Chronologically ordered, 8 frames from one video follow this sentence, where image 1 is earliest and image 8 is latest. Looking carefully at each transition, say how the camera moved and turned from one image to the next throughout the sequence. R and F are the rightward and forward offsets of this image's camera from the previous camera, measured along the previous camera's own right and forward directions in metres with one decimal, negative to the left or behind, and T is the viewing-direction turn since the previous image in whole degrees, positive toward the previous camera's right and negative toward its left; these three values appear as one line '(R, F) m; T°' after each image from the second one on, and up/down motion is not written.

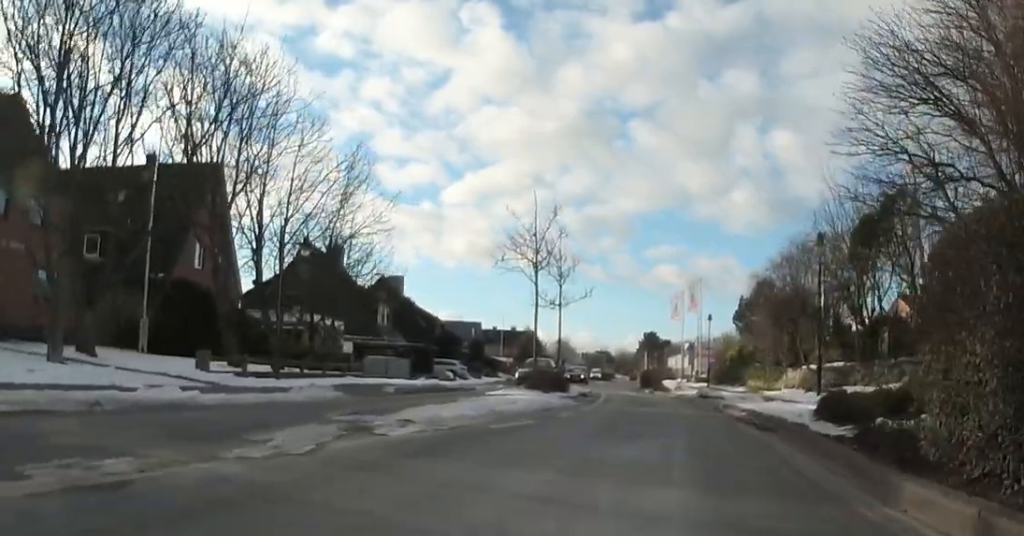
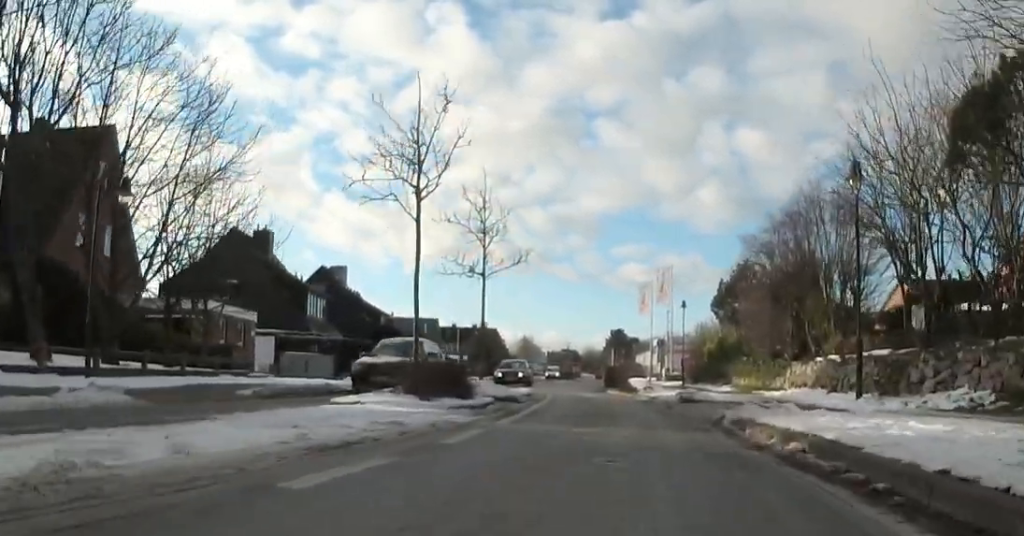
(-1.4, +7.2) m; 0°
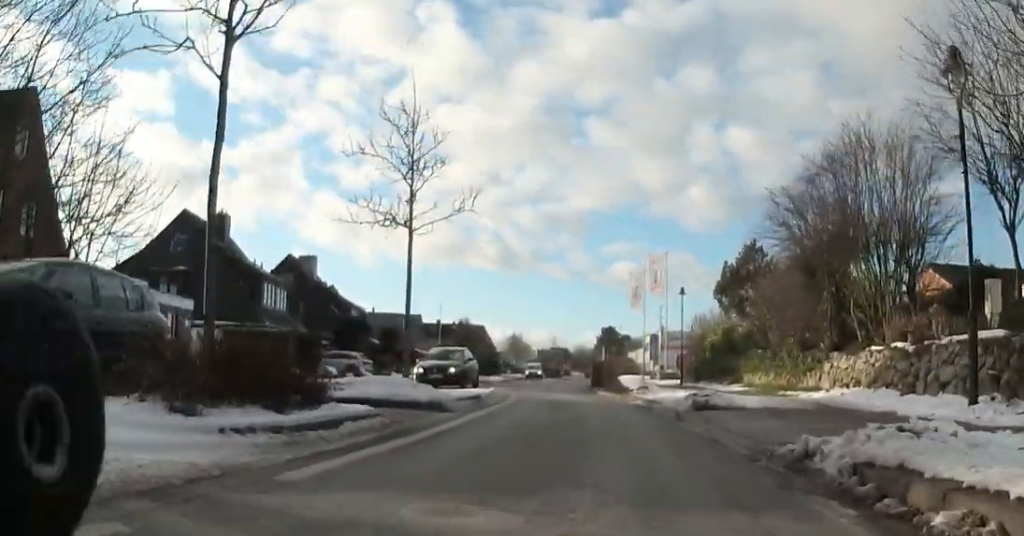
(+1.1, +5.5) m; 0°
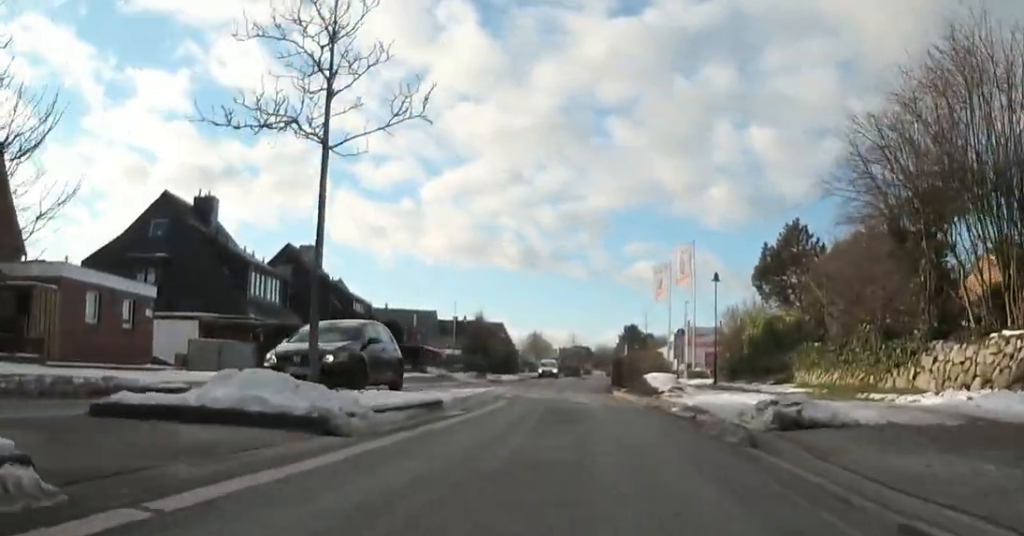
(-0.2, +4.6) m; +1°
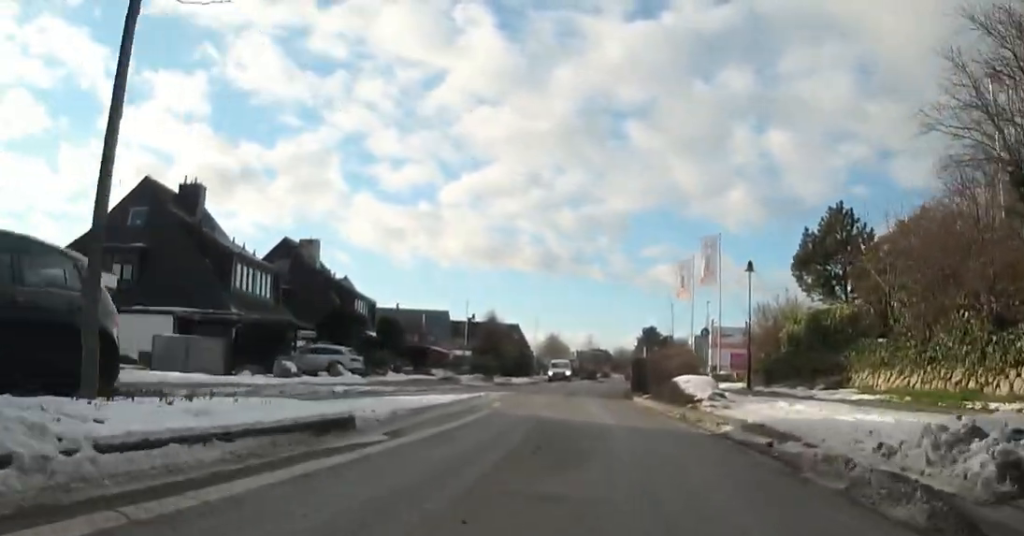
(-0.8, +3.9) m; +1°
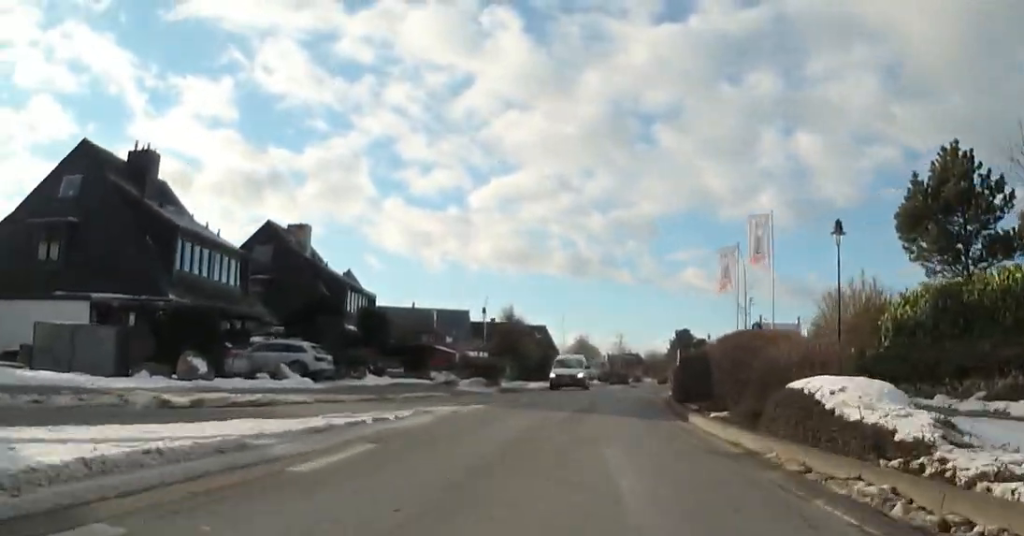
(+1.3, +7.8) m; 0°
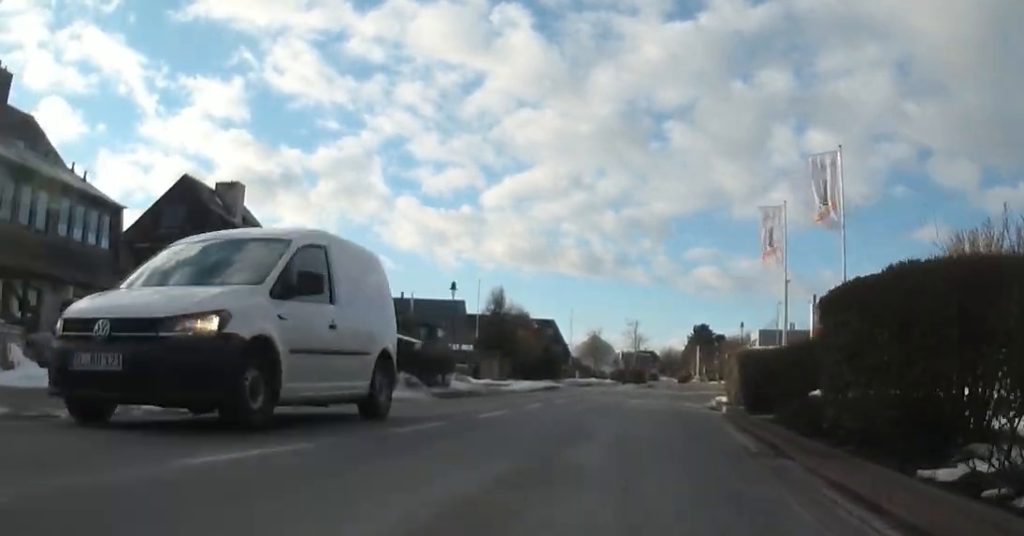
(-0.3, +12.1) m; +8°
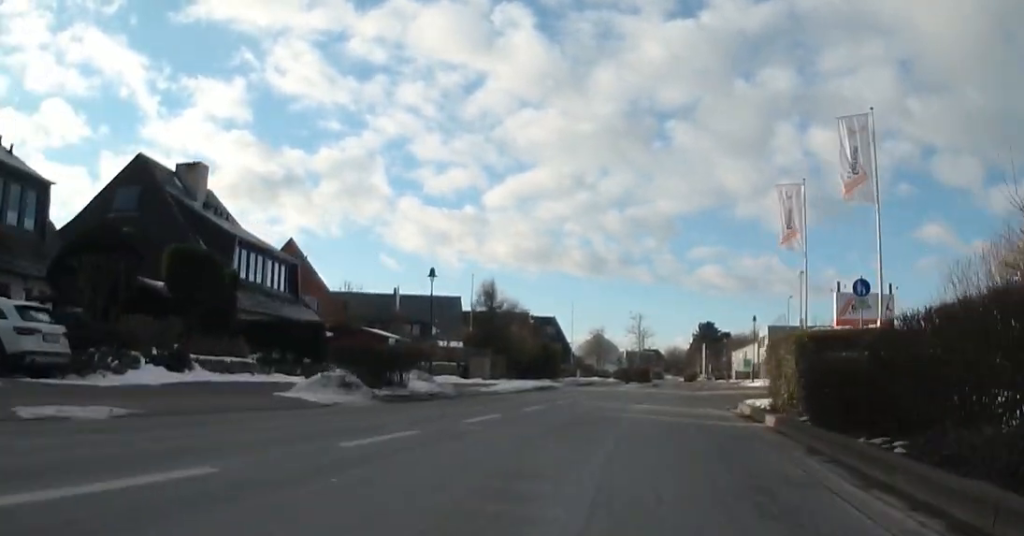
(+0.2, +4.7) m; -3°
